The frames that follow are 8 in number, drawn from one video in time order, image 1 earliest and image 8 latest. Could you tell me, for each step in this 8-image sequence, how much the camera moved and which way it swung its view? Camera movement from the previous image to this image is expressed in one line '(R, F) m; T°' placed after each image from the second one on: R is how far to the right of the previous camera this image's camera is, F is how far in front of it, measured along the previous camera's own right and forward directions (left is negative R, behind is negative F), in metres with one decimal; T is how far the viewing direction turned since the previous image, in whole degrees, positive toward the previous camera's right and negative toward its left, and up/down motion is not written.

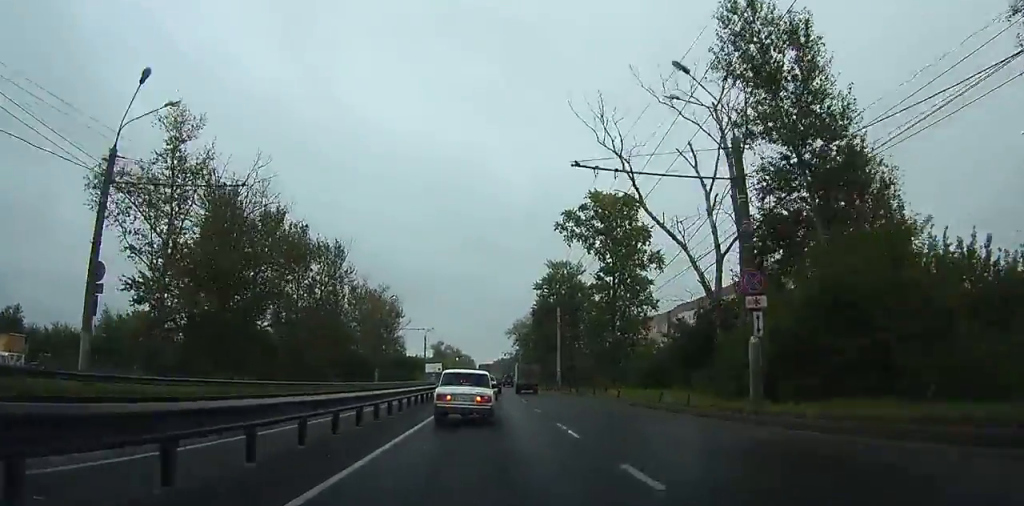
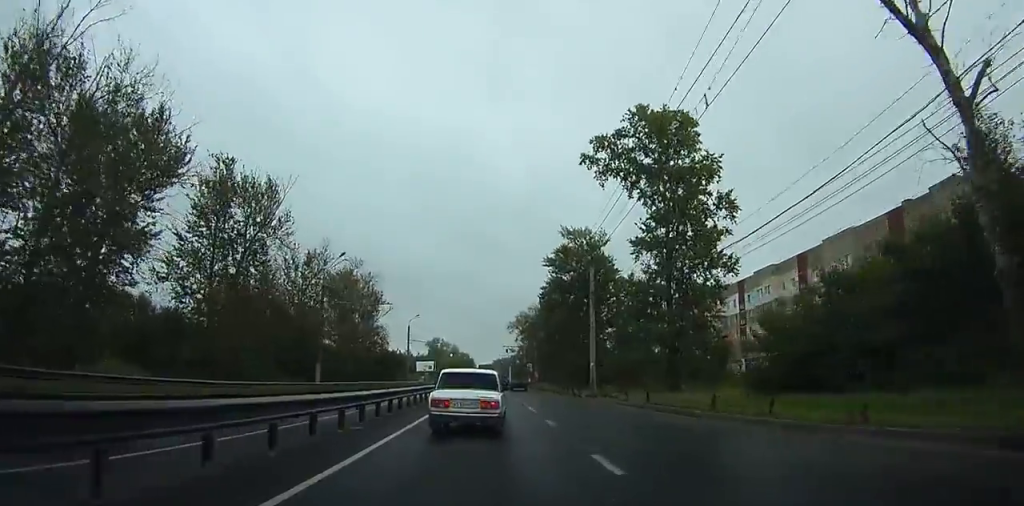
(+0.2, +21.2) m; 0°
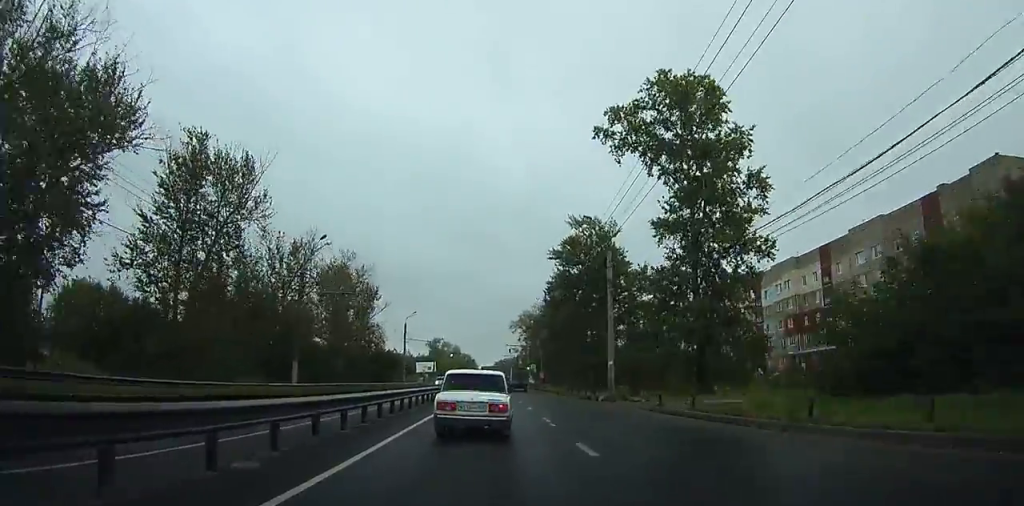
(-0.1, +6.5) m; -1°
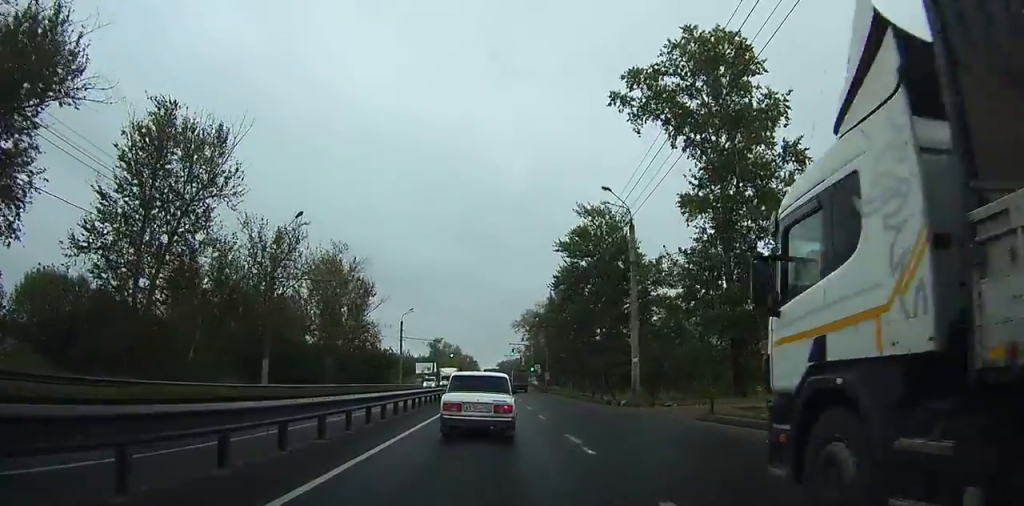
(0.0, +6.5) m; -1°
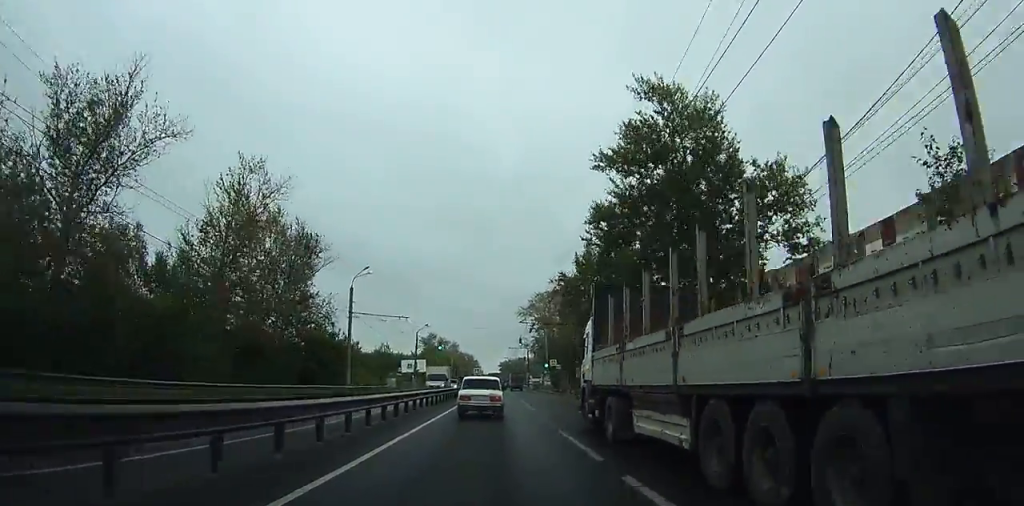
(-0.4, +34.5) m; 0°
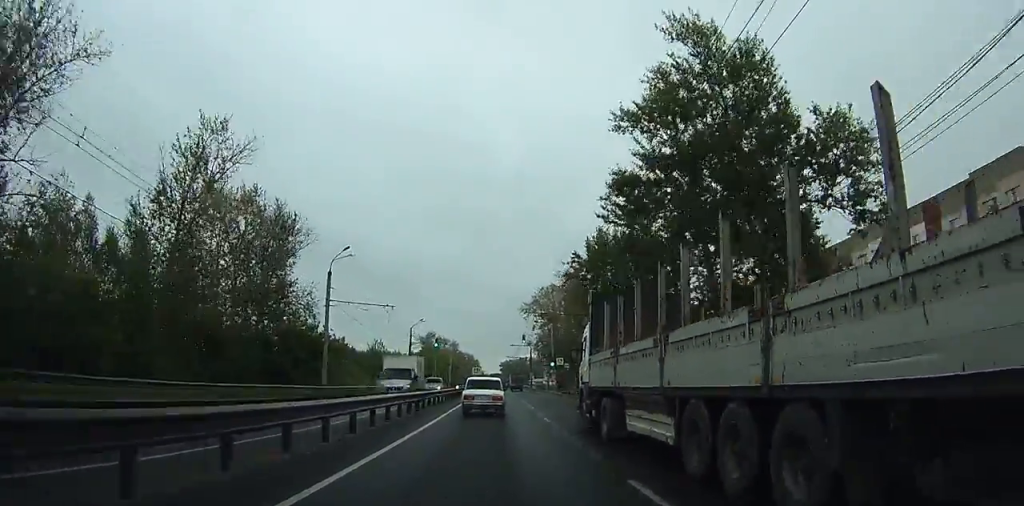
(+0.1, +8.6) m; 0°
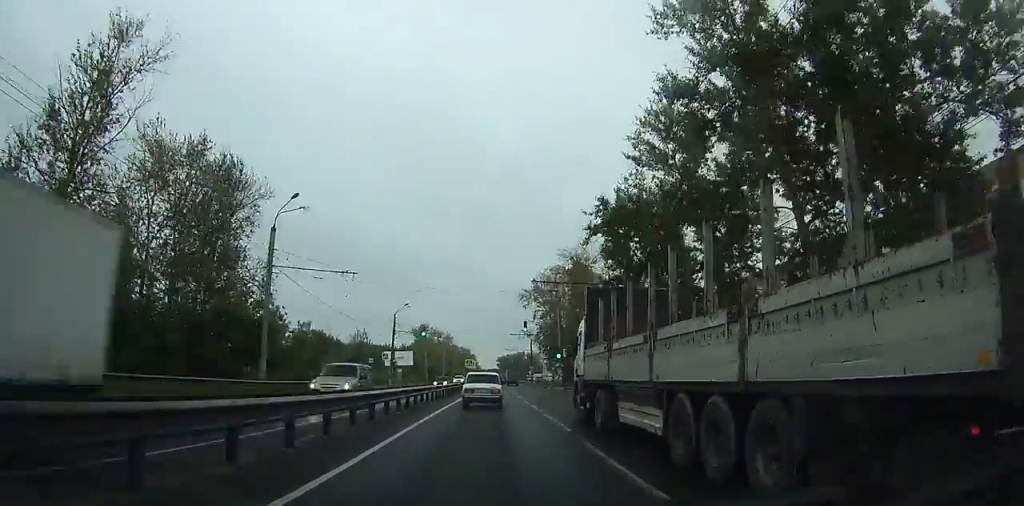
(+0.2, +12.5) m; 0°
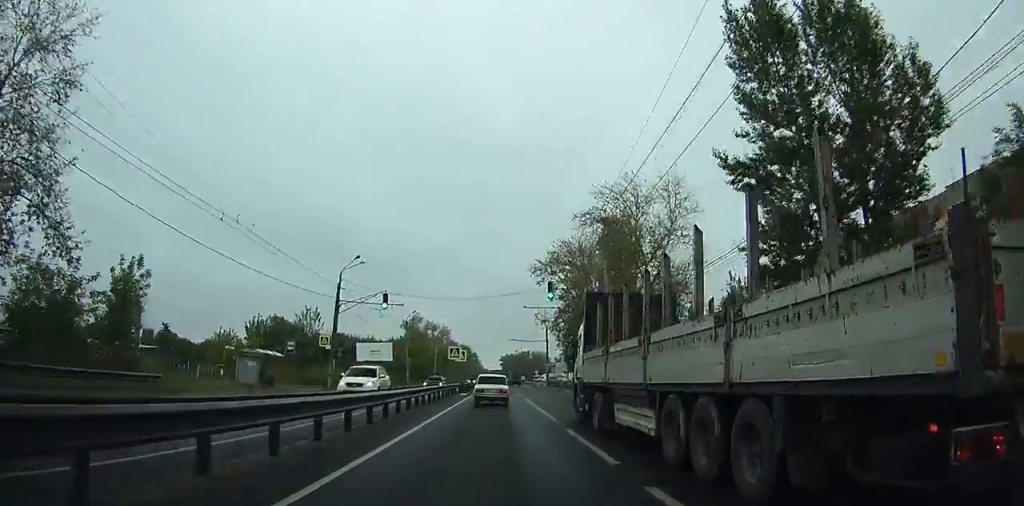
(-0.6, +30.6) m; -1°
